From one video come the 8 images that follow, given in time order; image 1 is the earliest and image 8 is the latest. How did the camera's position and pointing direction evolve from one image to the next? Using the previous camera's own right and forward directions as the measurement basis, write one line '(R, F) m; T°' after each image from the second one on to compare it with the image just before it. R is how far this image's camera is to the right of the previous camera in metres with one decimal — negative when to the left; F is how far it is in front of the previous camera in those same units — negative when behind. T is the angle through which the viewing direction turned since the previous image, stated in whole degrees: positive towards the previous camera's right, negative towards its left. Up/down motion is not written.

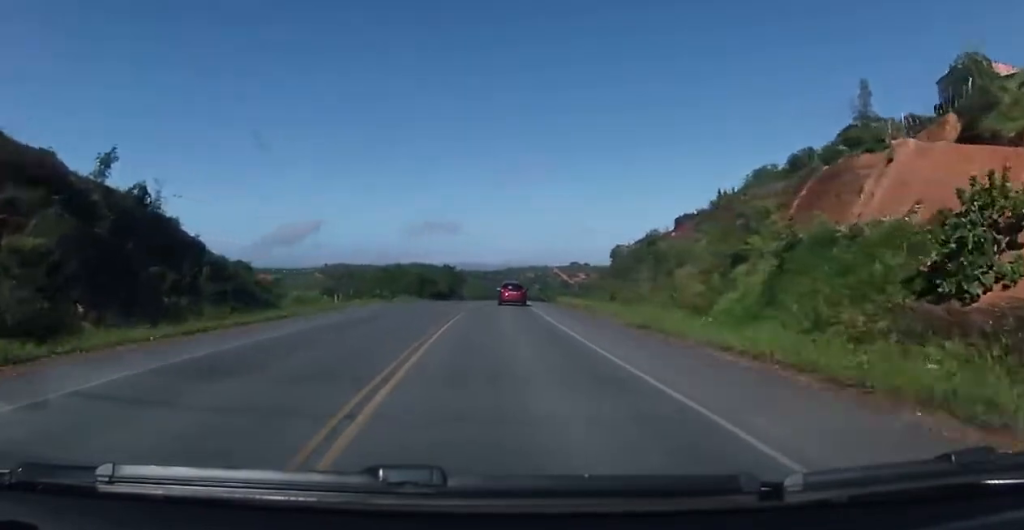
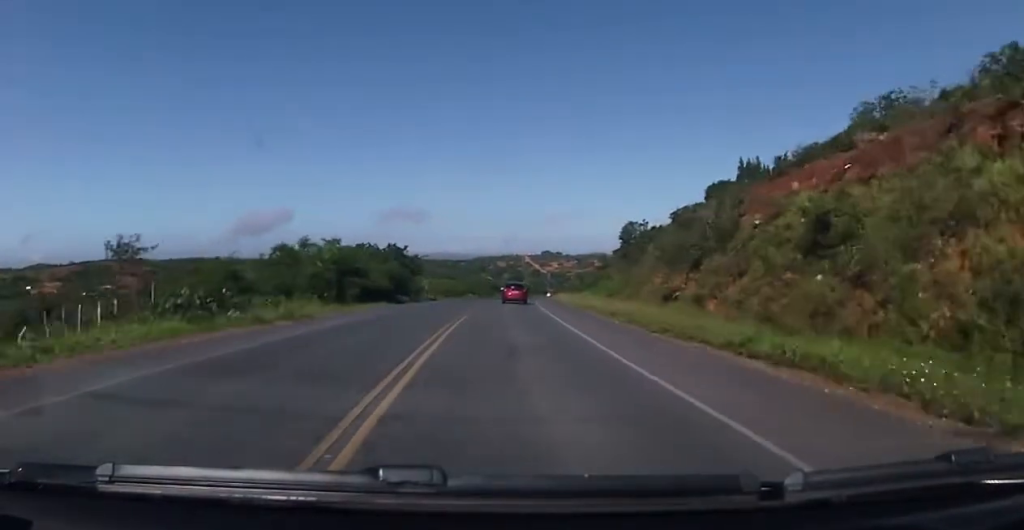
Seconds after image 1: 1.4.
(+1.3, +33.2) m; +5°
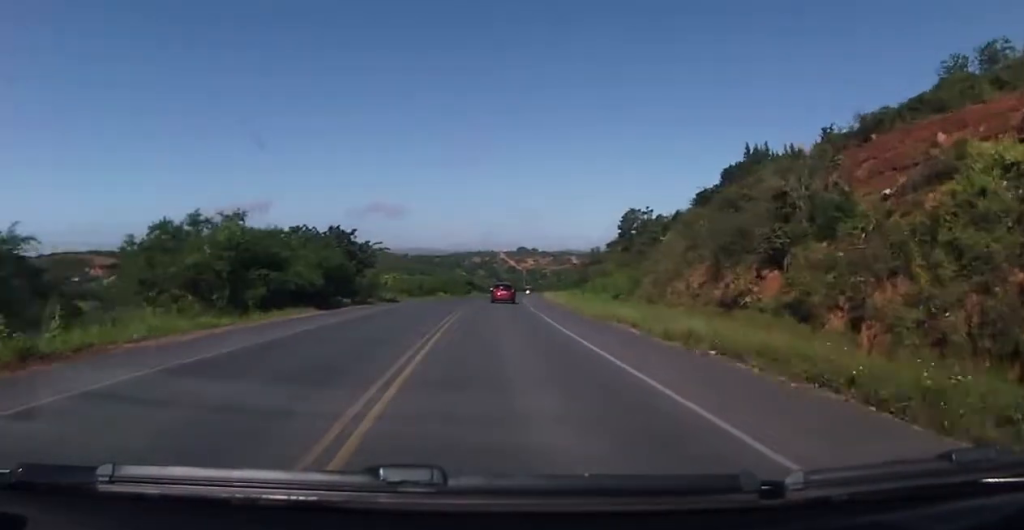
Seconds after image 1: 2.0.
(+0.5, +15.8) m; +2°
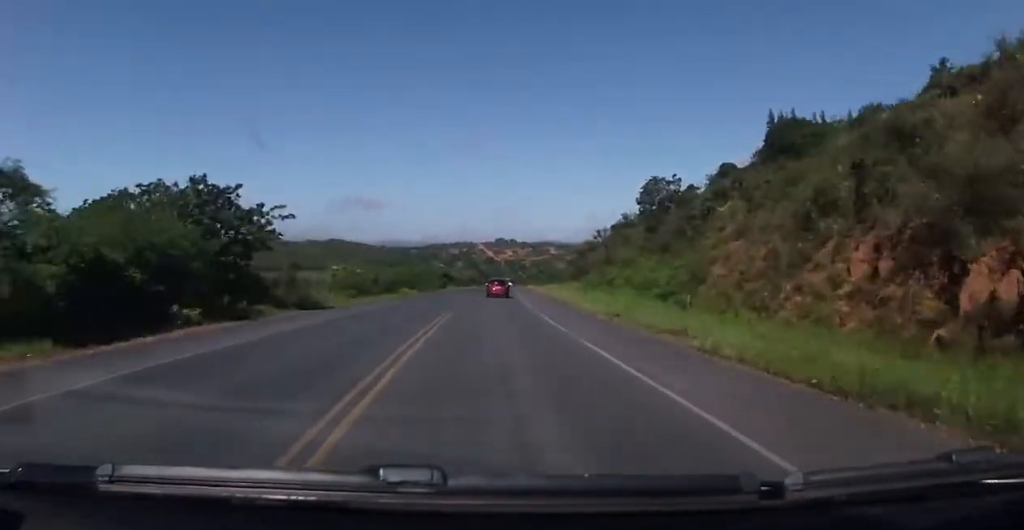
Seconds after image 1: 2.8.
(0.0, +20.3) m; 0°
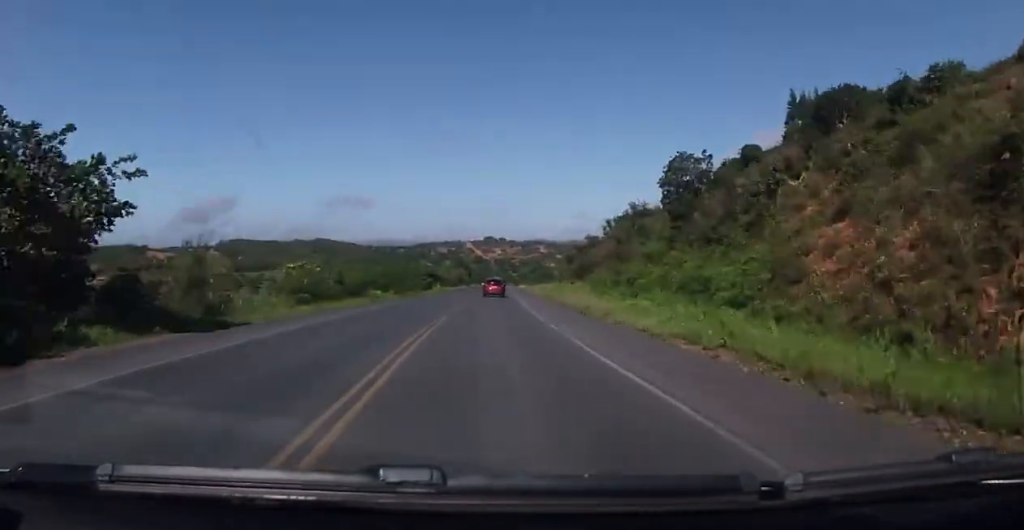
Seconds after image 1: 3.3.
(0.0, +12.2) m; 0°
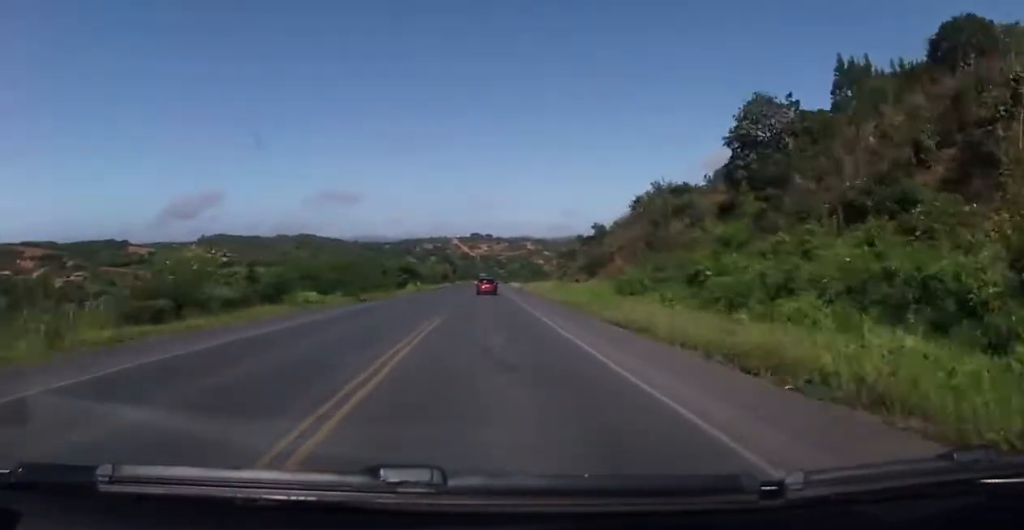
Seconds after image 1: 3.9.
(0.0, +17.6) m; 0°
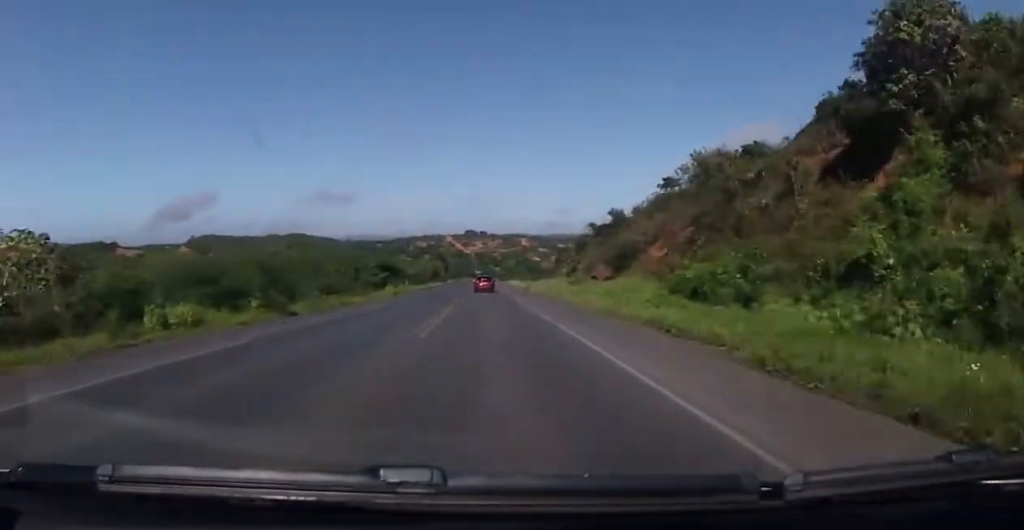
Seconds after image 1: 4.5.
(0.0, +15.3) m; 0°
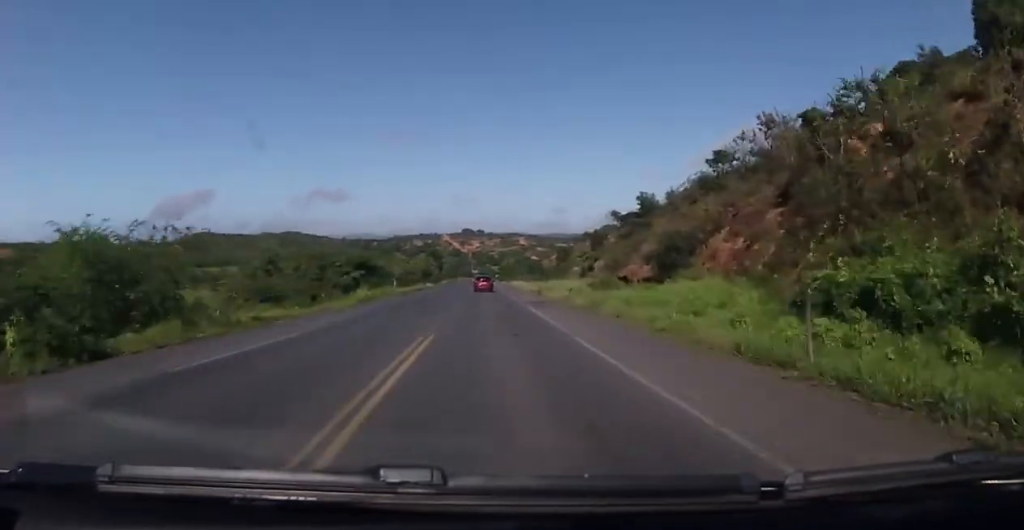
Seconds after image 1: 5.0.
(0.0, +14.7) m; 0°
